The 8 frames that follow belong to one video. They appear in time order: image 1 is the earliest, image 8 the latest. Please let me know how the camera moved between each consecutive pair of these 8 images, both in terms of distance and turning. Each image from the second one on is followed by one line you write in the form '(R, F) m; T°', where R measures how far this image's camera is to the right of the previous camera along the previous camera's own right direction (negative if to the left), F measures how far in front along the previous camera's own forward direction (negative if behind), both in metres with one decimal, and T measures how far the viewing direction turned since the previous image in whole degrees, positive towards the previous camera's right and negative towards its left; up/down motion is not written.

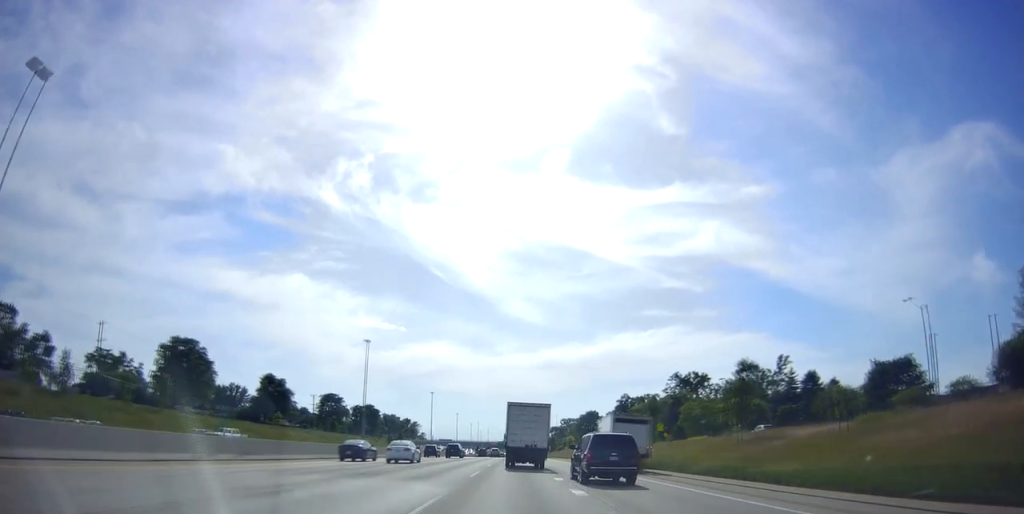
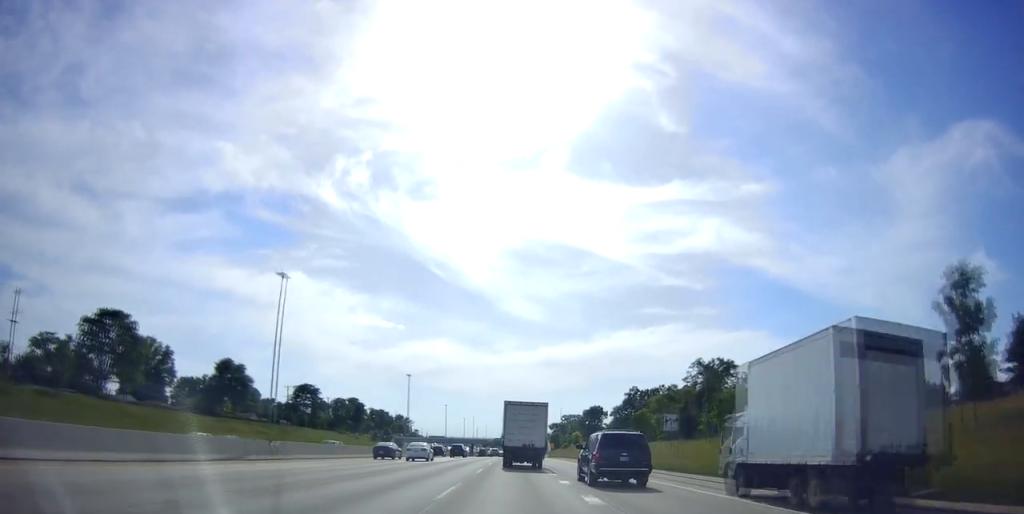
(+0.6, +26.0) m; +1°
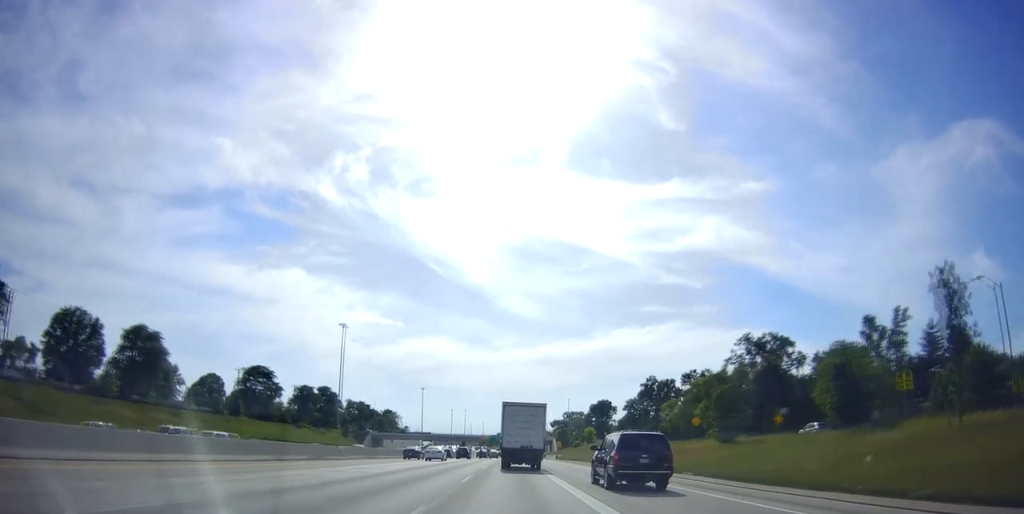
(-0.6, +38.0) m; -1°
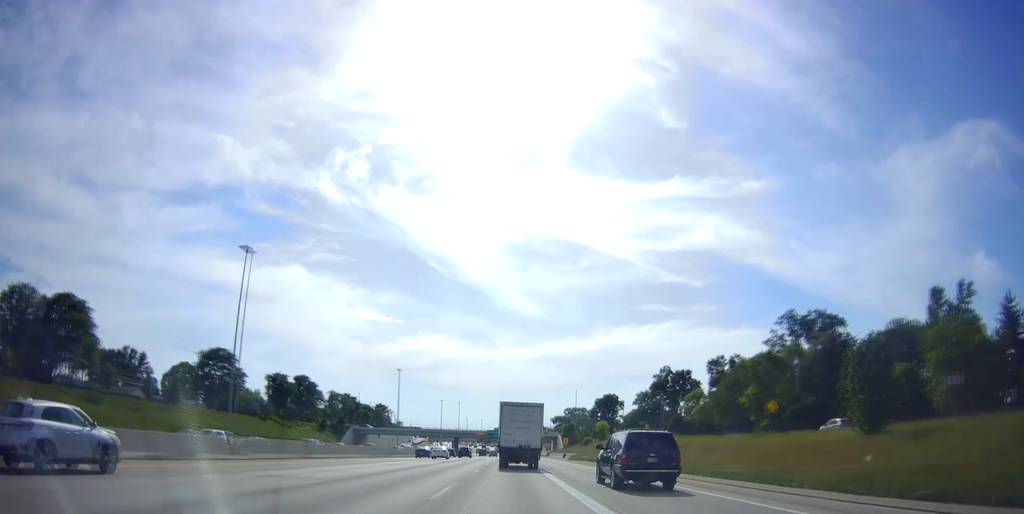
(0.0, +23.6) m; 0°
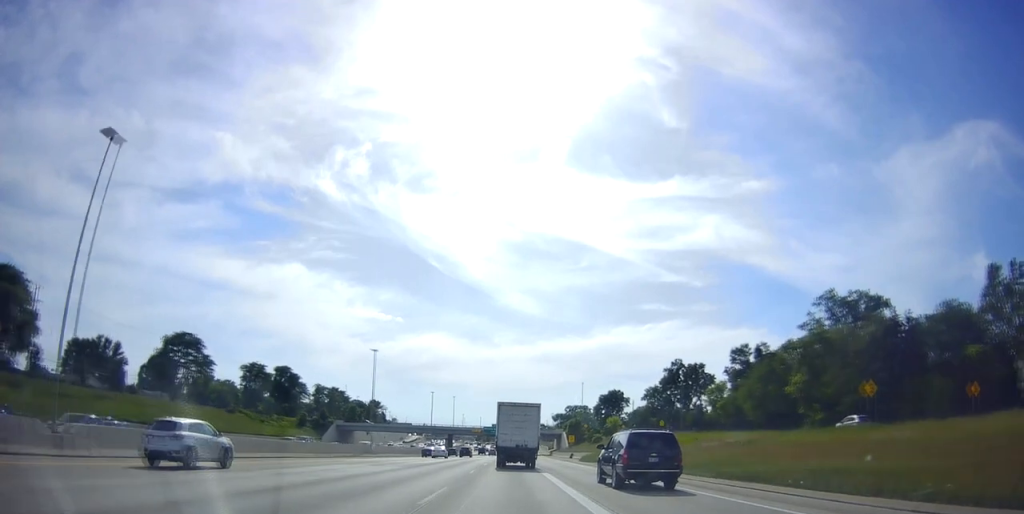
(0.0, +16.5) m; 0°
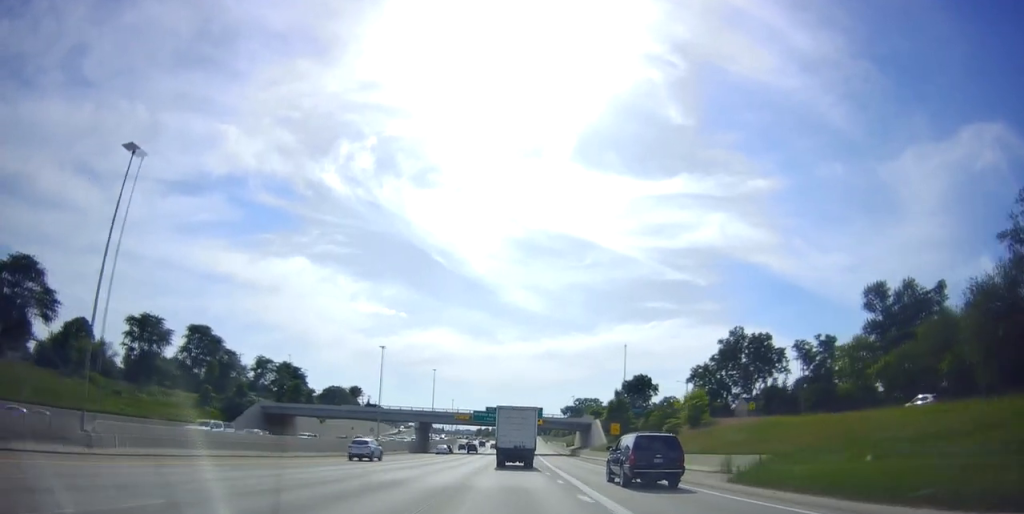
(+0.8, +53.7) m; +1°
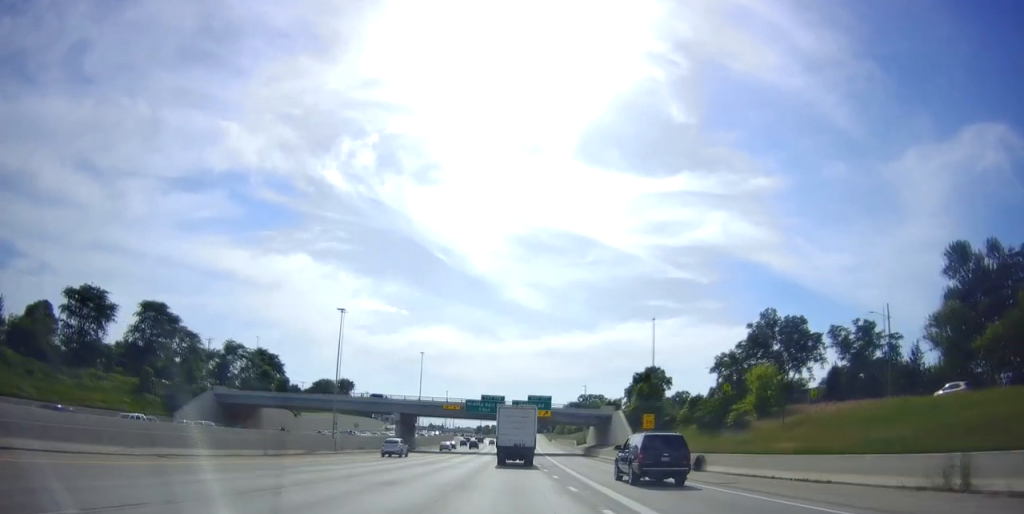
(-0.3, +19.4) m; -1°
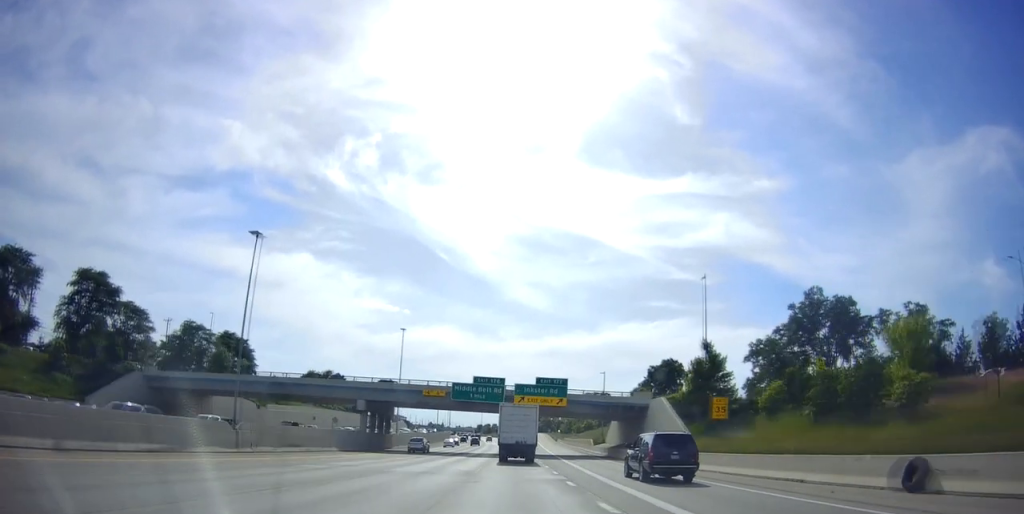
(0.0, +21.2) m; +1°
